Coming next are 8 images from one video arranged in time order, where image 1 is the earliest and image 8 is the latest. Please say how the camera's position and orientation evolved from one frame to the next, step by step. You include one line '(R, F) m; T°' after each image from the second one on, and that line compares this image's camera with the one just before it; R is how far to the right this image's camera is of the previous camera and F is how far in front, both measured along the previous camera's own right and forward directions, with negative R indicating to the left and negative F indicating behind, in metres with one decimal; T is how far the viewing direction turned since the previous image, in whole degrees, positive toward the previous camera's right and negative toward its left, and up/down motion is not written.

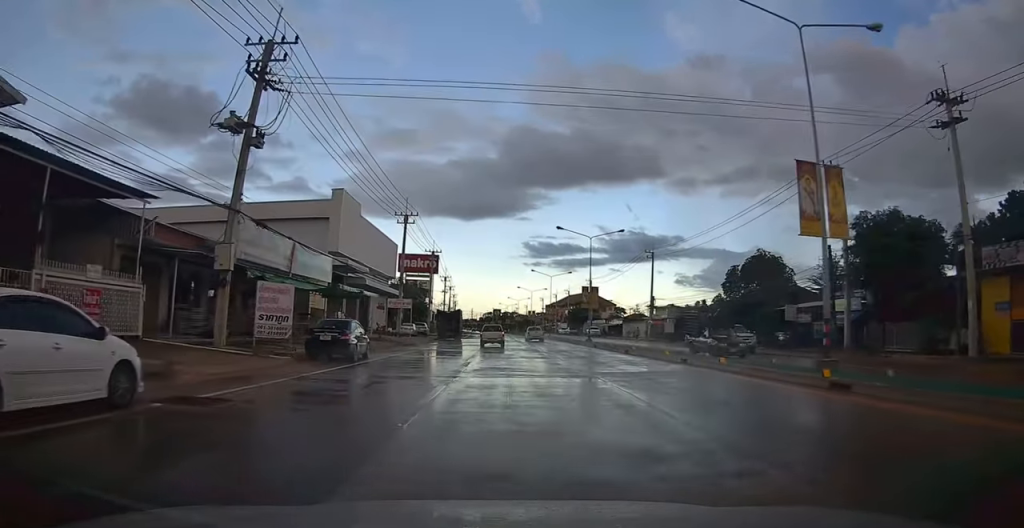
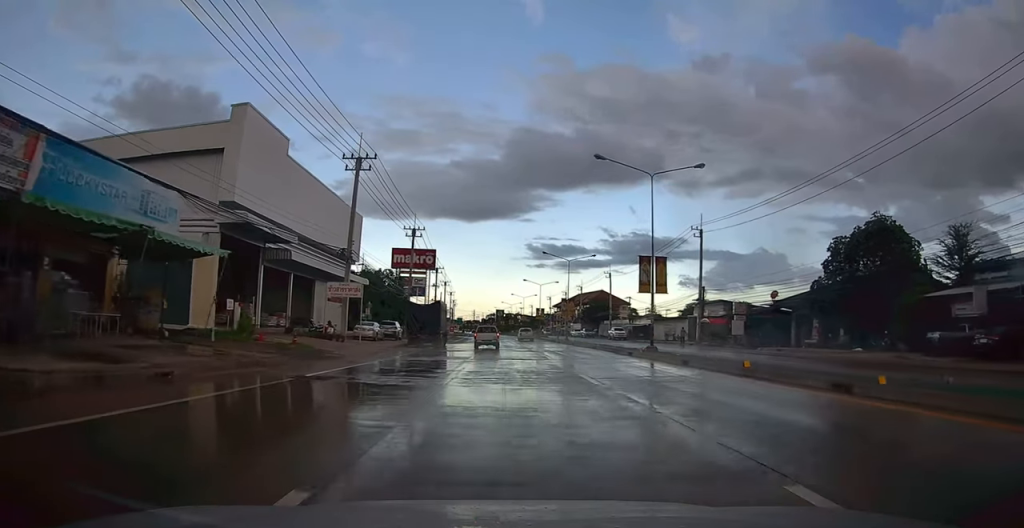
(0.0, +20.0) m; 0°
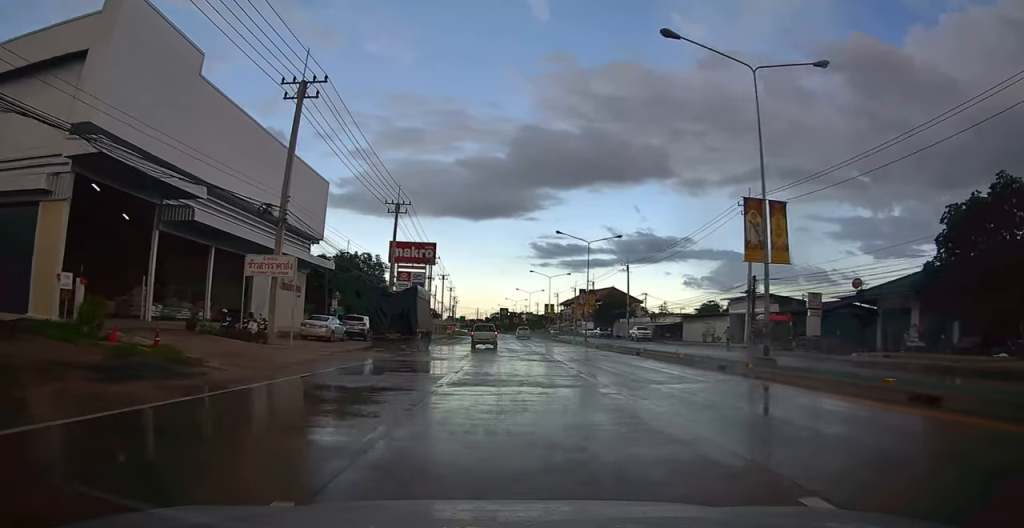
(0.0, +12.2) m; 0°
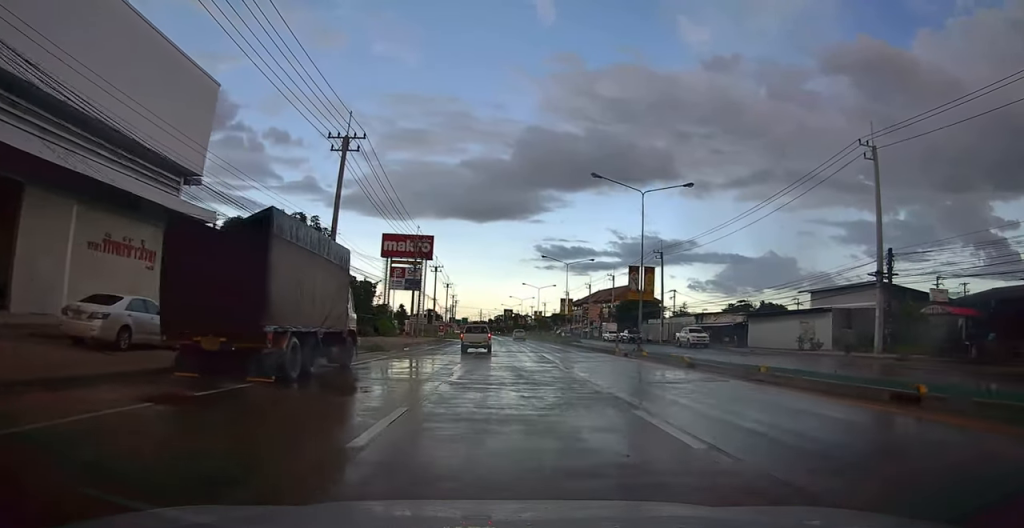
(0.0, +18.5) m; 0°
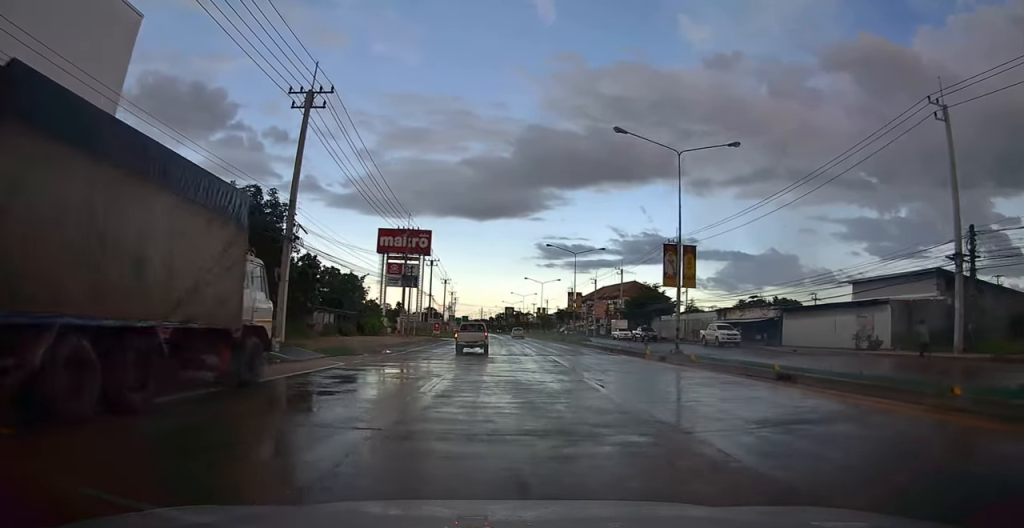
(0.0, +6.7) m; -1°
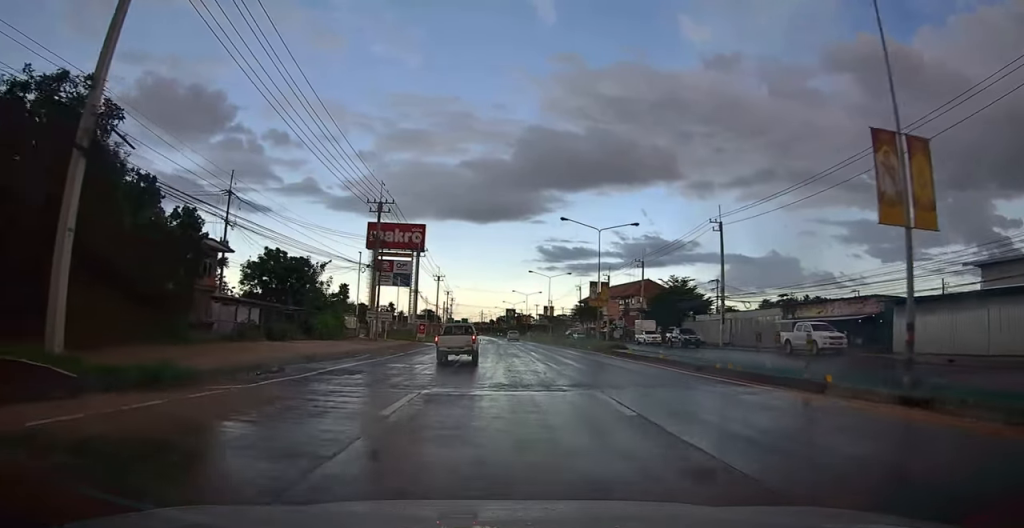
(-0.3, +14.4) m; -2°
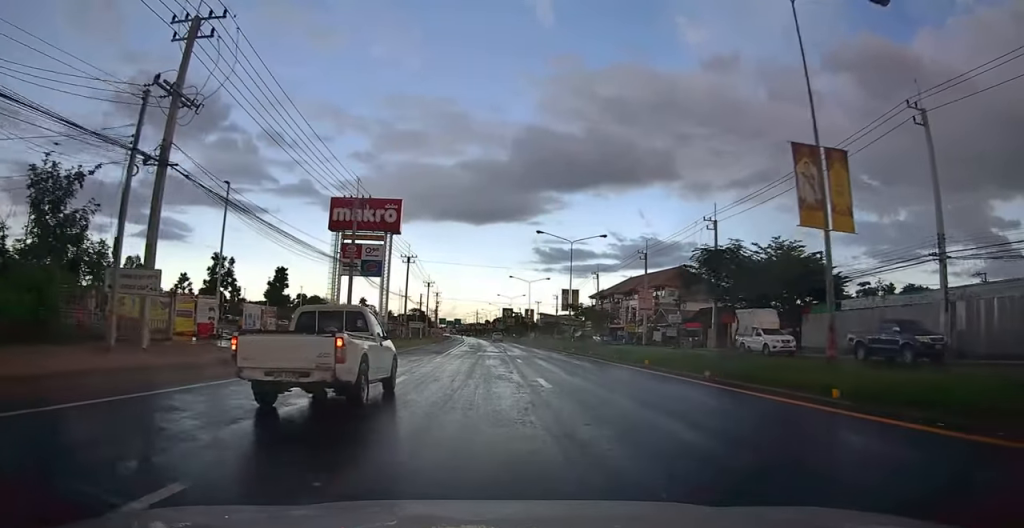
(+0.5, +31.4) m; +3°
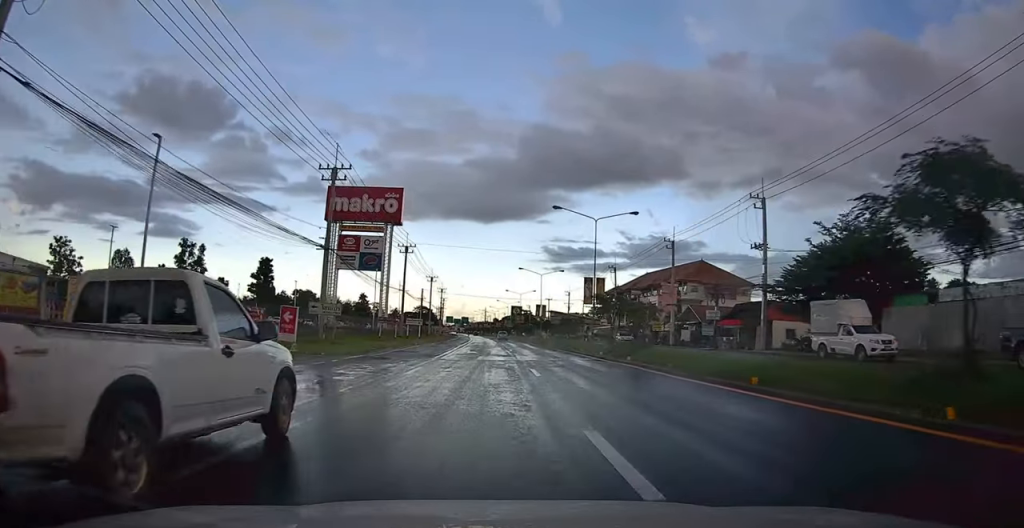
(0.0, +8.8) m; 0°
